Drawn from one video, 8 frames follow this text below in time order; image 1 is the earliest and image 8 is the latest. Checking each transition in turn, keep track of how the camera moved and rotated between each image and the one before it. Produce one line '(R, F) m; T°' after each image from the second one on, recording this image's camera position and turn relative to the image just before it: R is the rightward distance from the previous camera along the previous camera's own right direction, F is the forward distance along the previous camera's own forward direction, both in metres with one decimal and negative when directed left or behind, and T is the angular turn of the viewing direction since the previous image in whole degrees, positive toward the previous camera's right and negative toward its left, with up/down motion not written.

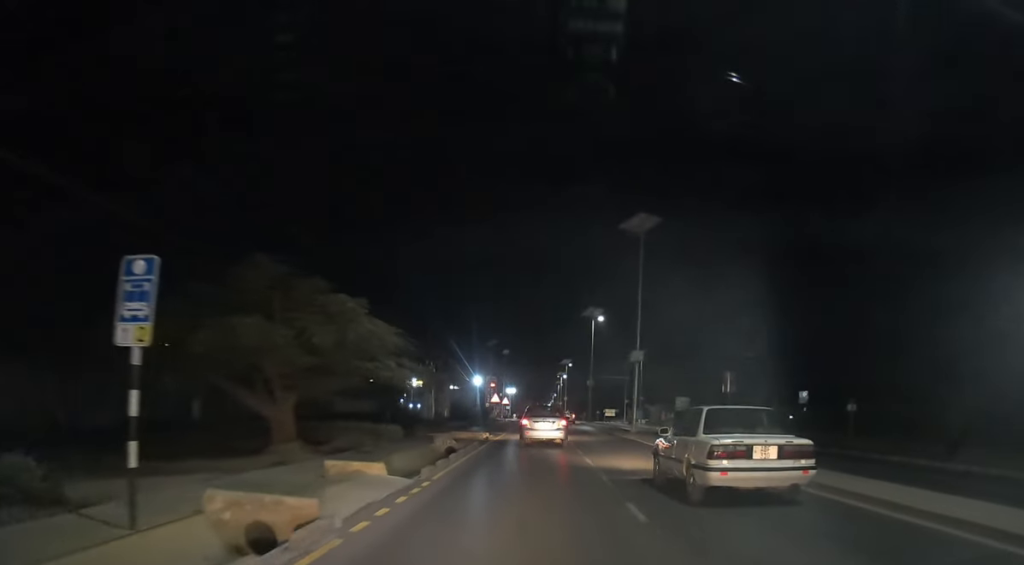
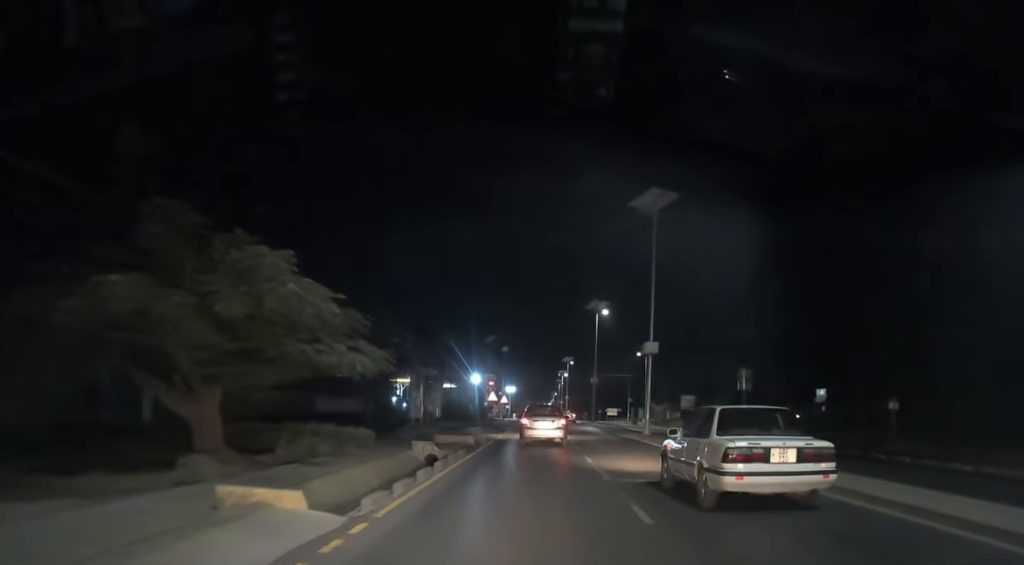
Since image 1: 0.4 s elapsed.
(-0.1, +4.7) m; -1°
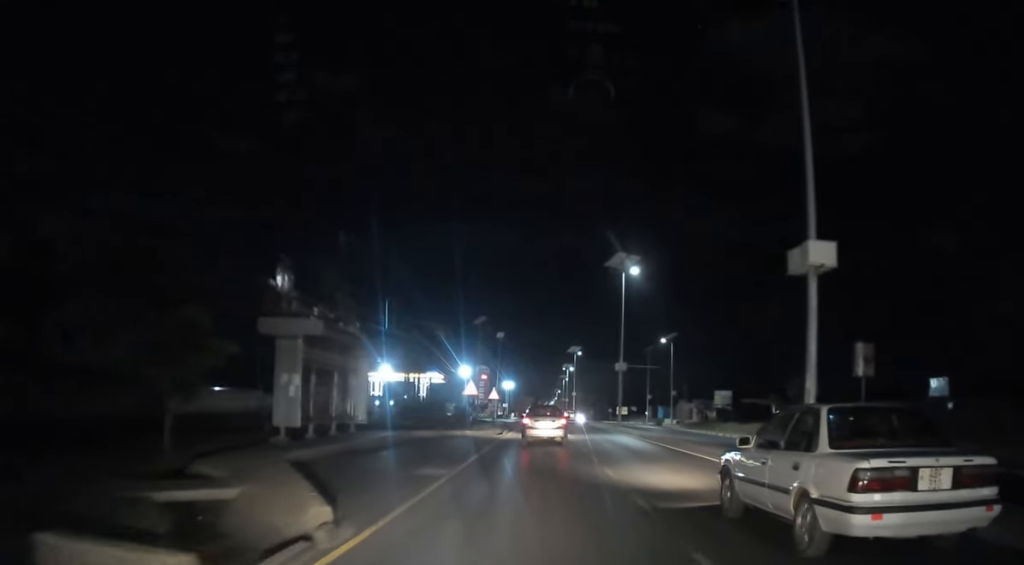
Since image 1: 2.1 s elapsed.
(-0.1, +21.7) m; 0°
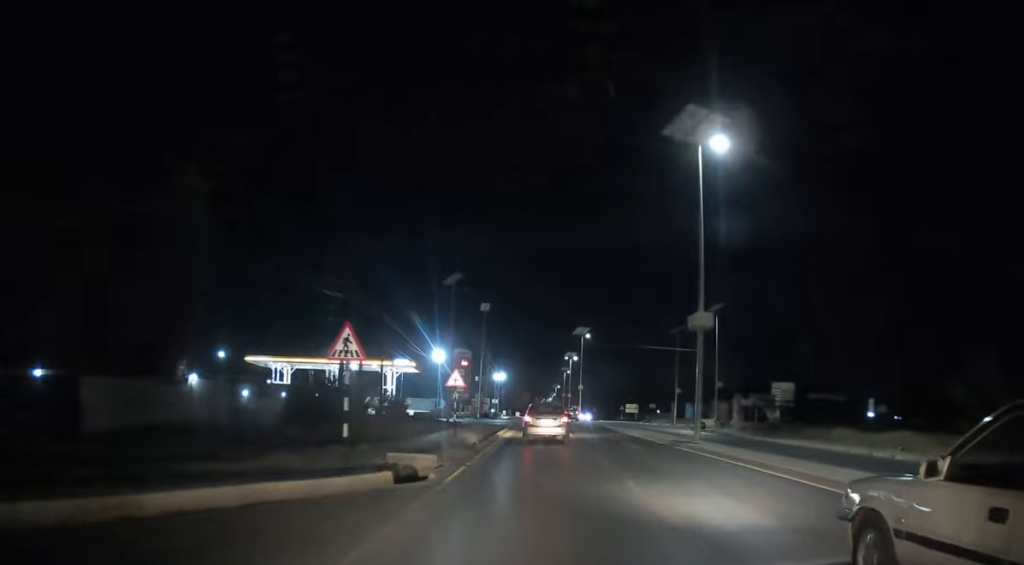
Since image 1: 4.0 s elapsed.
(+0.2, +25.5) m; +1°
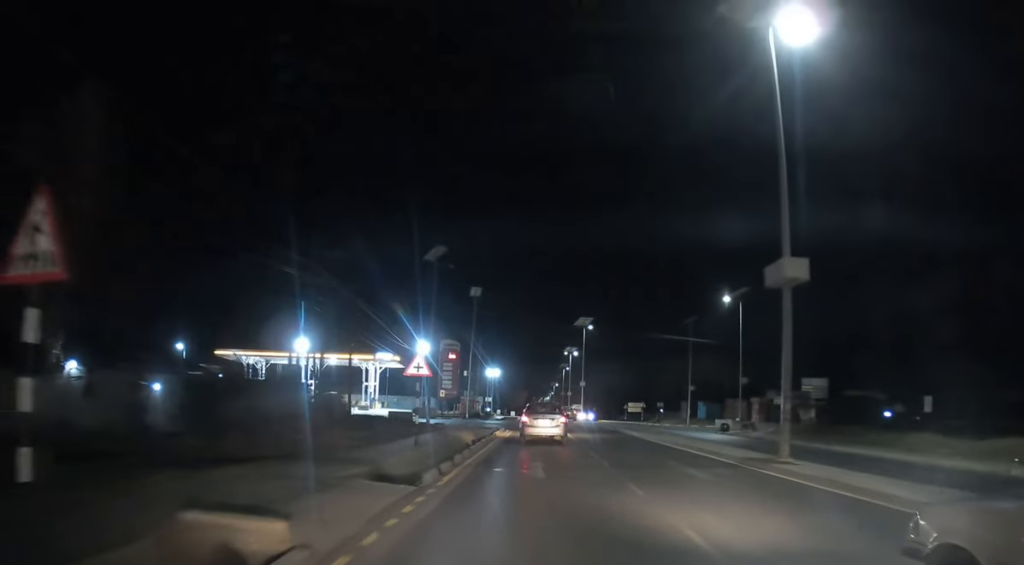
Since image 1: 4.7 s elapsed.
(+0.1, +9.4) m; 0°
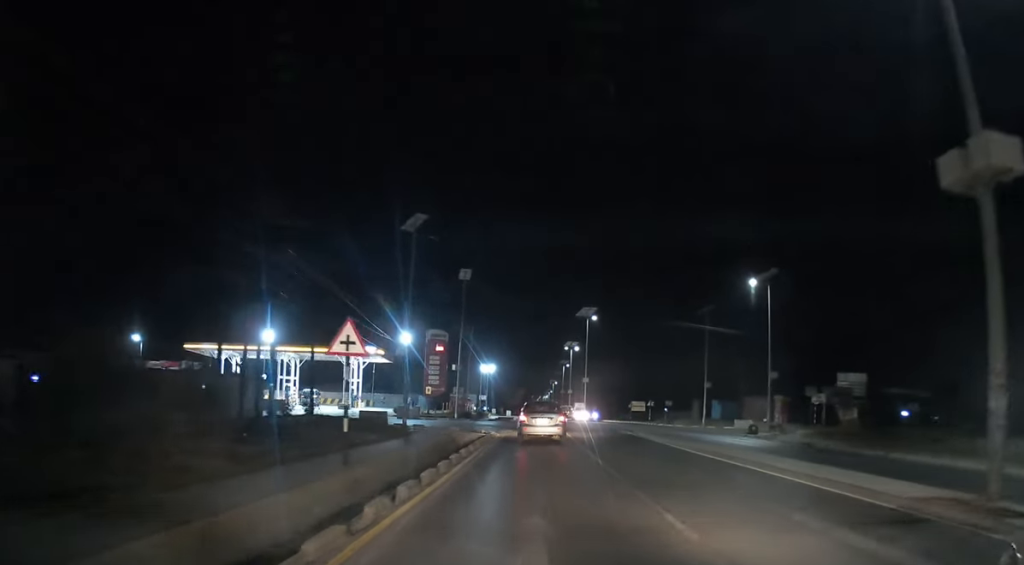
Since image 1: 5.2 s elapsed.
(0.0, +8.3) m; 0°
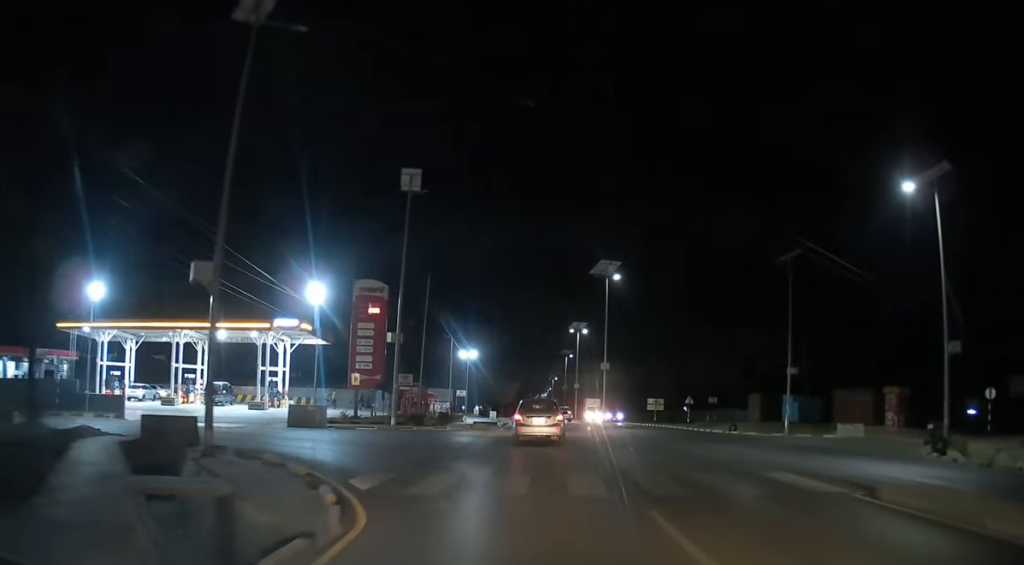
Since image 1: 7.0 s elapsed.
(-0.3, +25.1) m; -1°
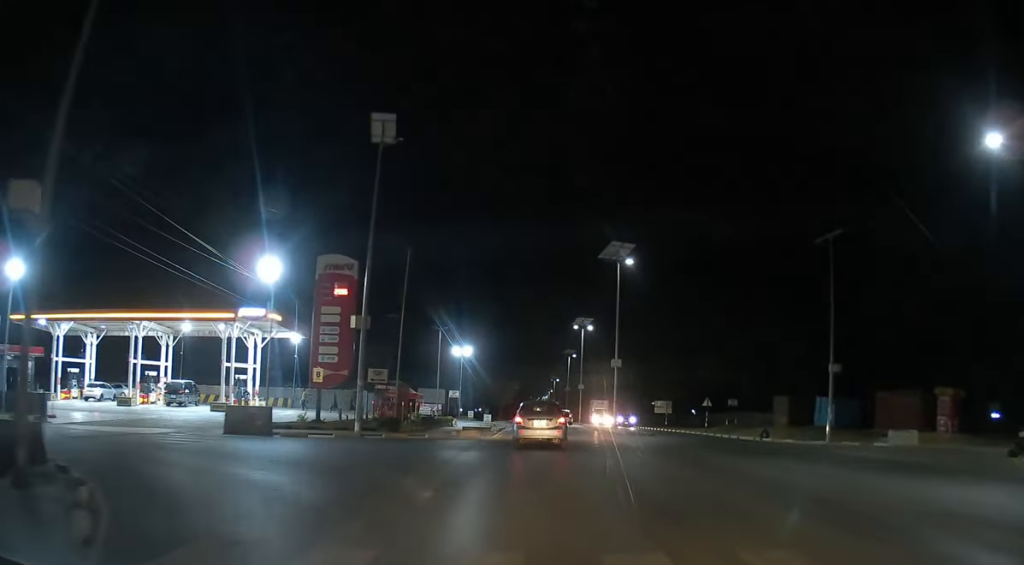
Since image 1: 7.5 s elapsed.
(-0.1, +7.0) m; 0°
